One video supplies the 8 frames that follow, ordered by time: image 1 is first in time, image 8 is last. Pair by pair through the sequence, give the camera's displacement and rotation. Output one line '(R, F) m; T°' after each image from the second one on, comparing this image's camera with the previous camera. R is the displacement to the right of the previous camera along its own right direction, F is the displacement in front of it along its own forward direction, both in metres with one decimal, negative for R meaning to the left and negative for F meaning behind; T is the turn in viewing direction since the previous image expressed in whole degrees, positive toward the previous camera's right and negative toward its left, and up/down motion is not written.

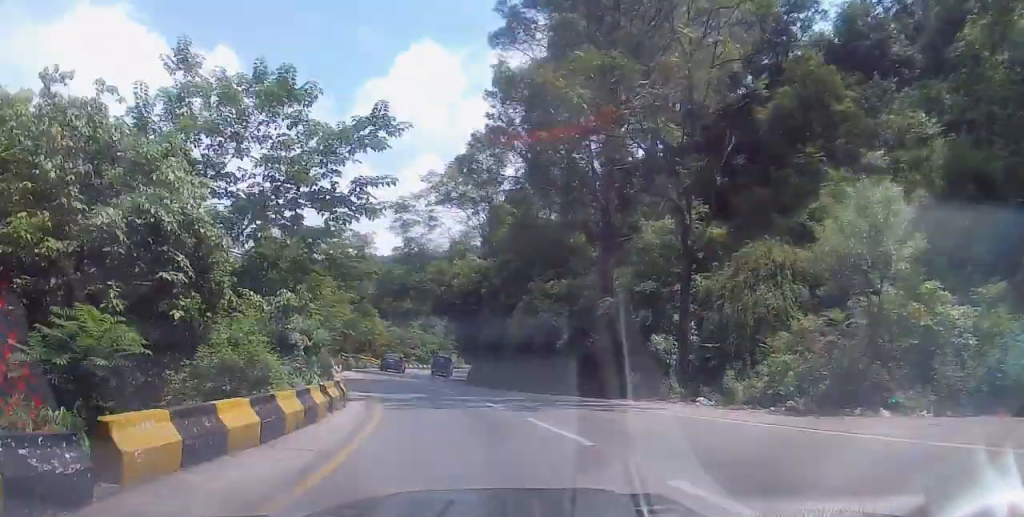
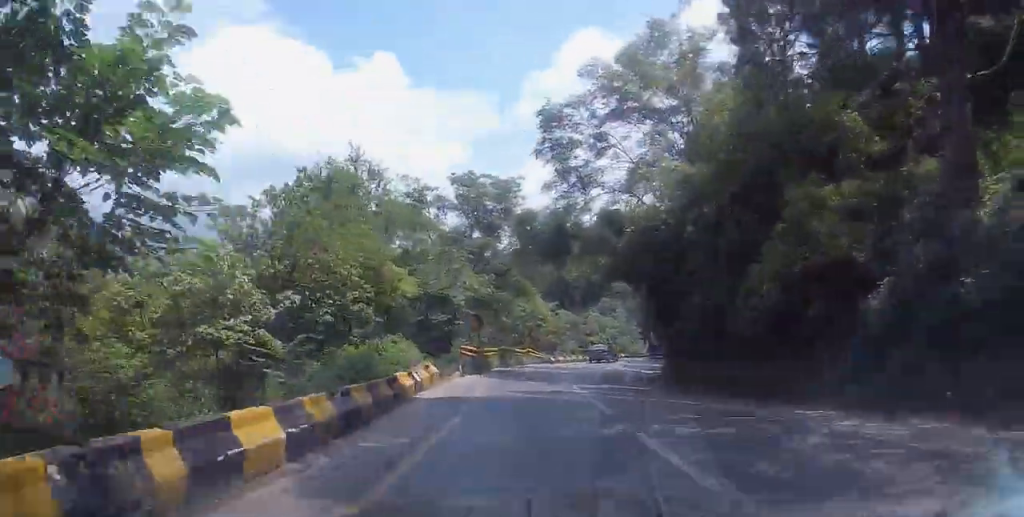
(-1.5, +13.6) m; -11°
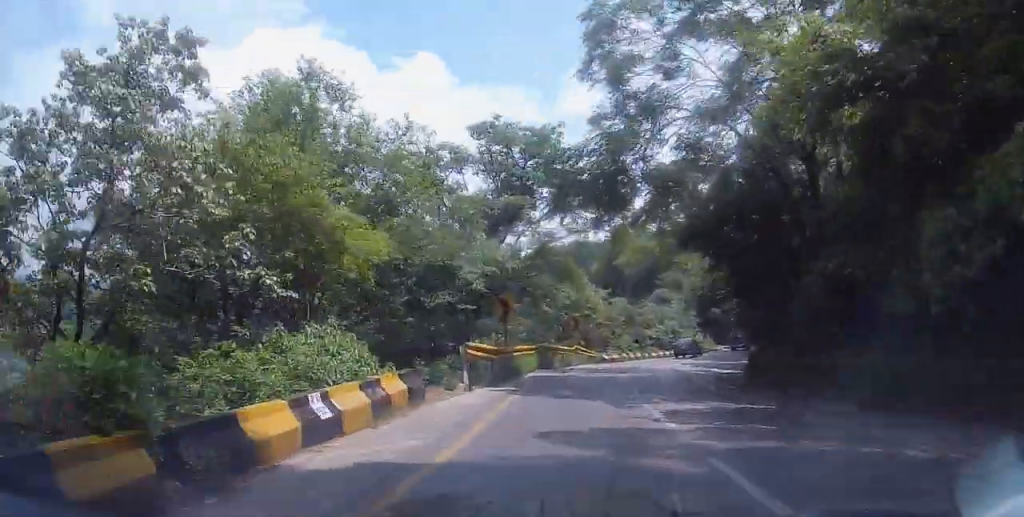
(-0.4, +9.1) m; -4°
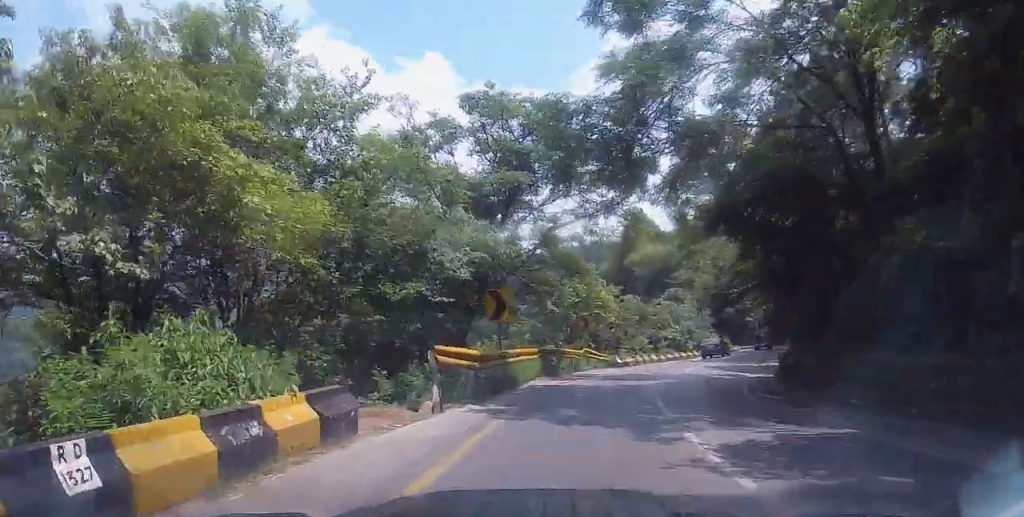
(-0.1, +4.2) m; -1°
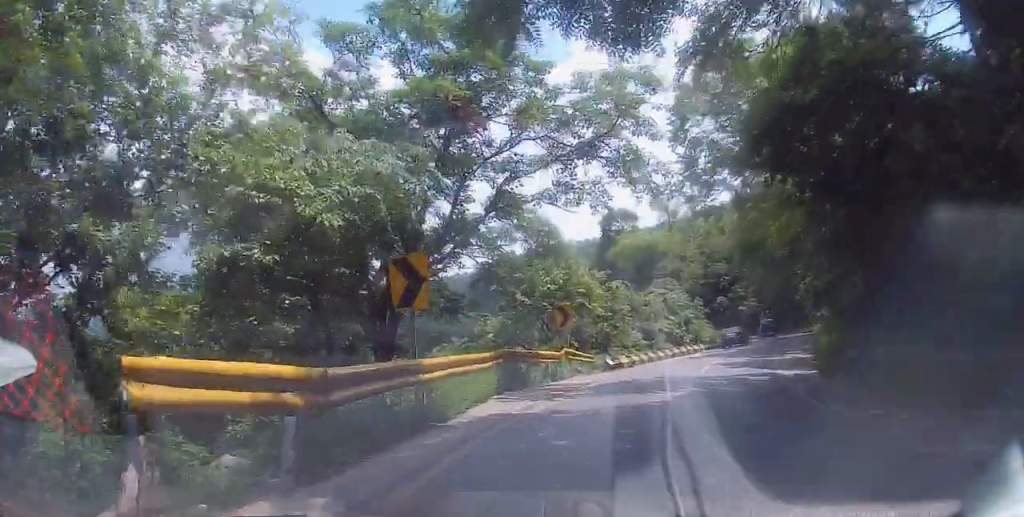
(-0.1, +7.8) m; +1°
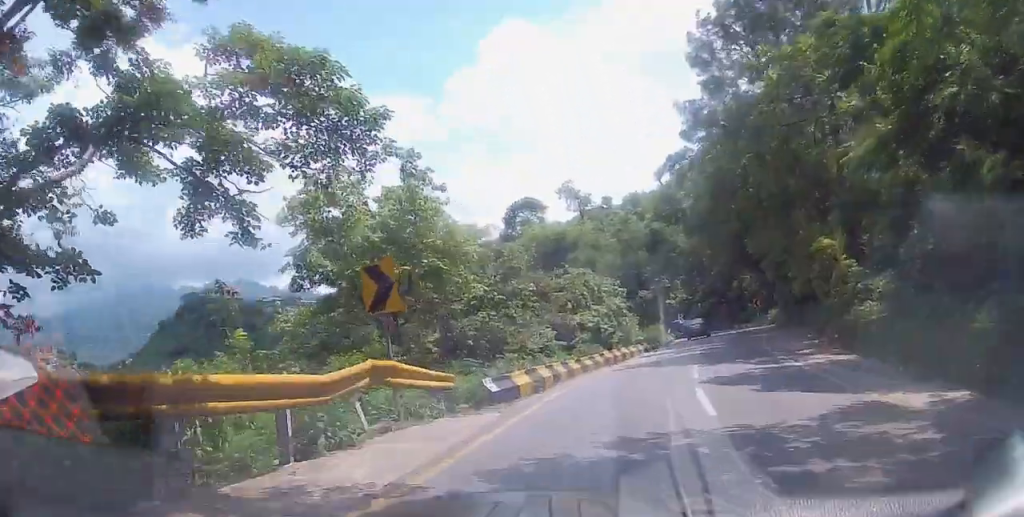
(+0.5, +14.1) m; +7°
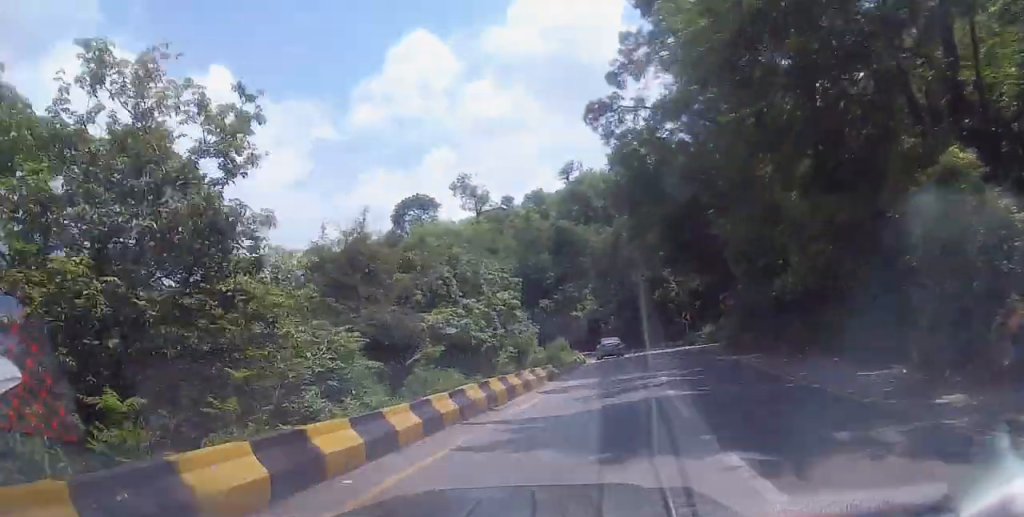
(+1.0, +13.1) m; +8°
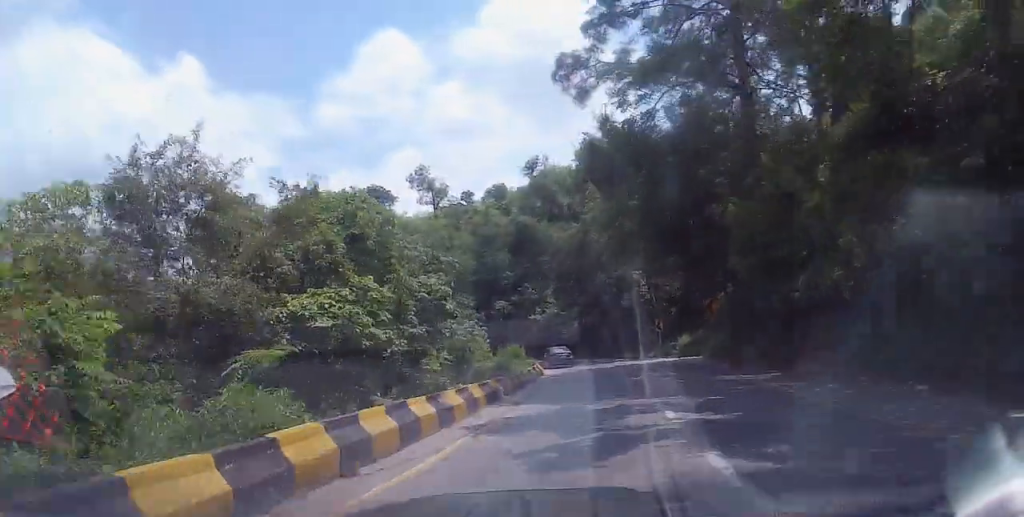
(+0.2, +6.5) m; +4°
